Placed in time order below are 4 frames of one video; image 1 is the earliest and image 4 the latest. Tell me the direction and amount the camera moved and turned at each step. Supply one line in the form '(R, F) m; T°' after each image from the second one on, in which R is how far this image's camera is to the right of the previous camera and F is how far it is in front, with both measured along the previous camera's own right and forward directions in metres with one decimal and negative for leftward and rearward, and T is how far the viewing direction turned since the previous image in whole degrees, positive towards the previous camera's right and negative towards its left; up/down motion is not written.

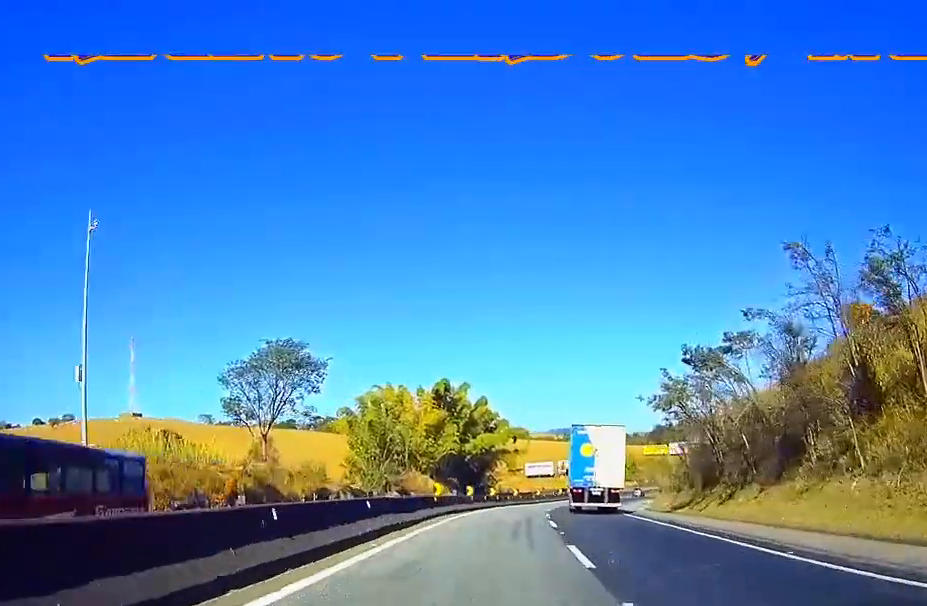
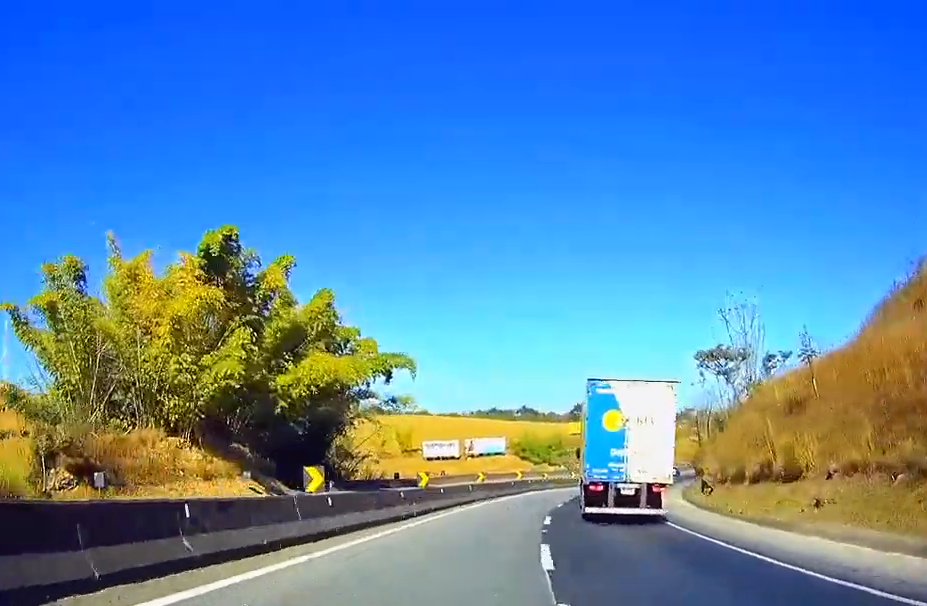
(+5.4, +61.9) m; +5°
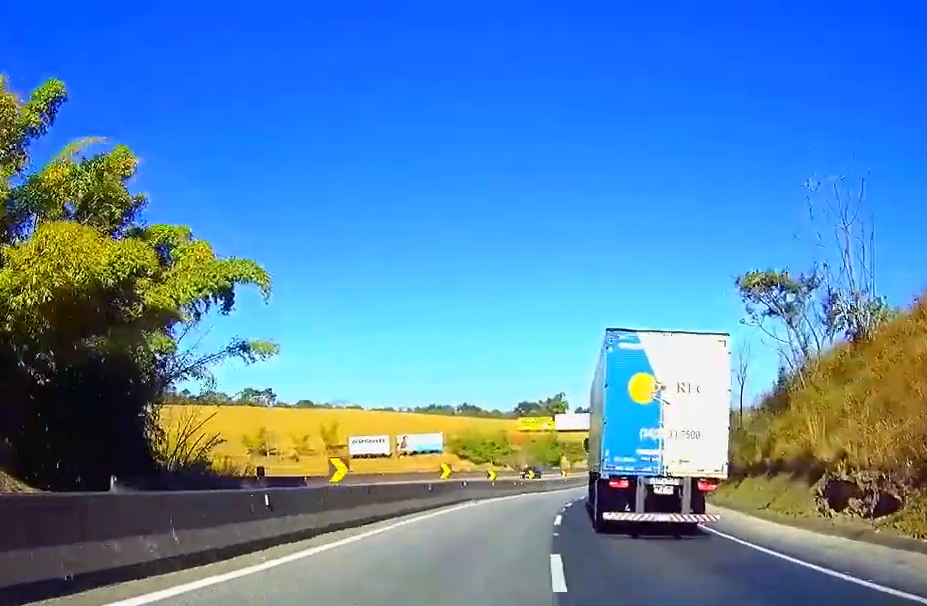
(0.0, +28.4) m; 0°
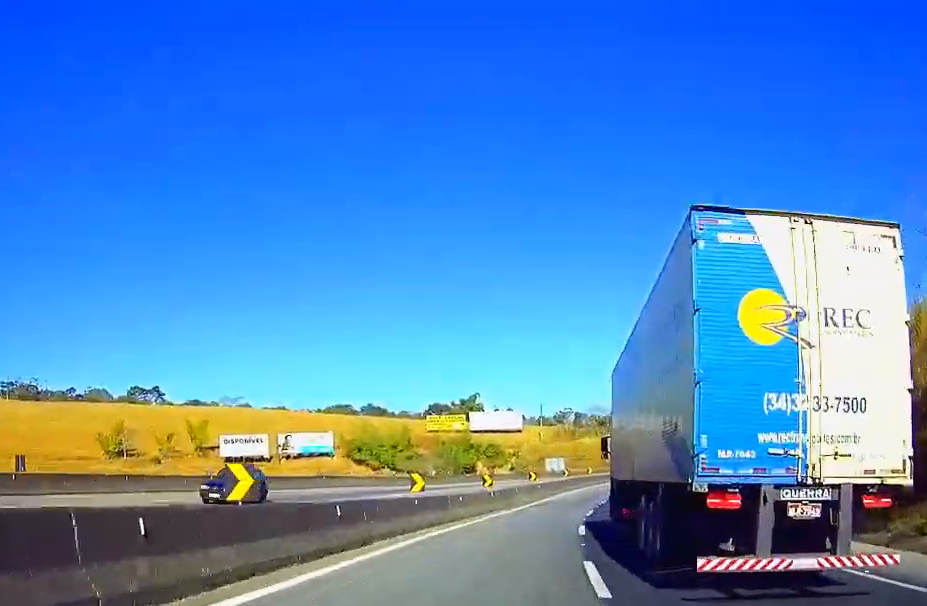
(0.0, +36.6) m; 0°
